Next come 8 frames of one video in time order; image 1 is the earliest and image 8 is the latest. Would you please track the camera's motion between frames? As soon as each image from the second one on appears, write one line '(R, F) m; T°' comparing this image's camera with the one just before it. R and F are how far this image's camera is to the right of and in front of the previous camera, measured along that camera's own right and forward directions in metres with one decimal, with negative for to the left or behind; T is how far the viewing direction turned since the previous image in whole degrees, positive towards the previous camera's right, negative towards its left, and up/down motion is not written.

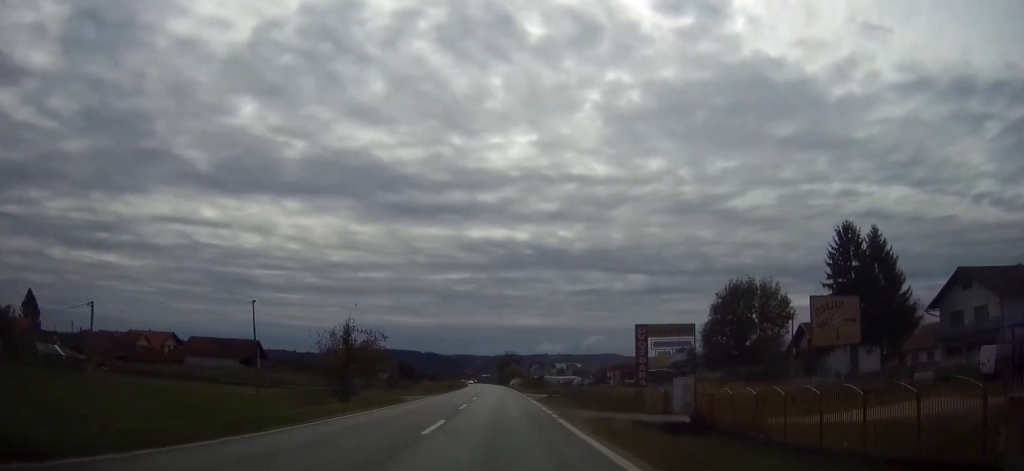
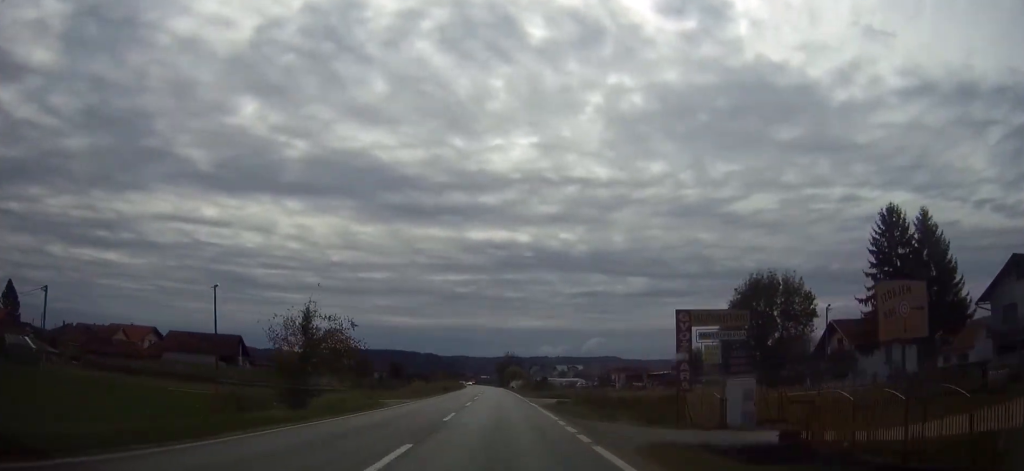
(0.0, +8.1) m; 0°
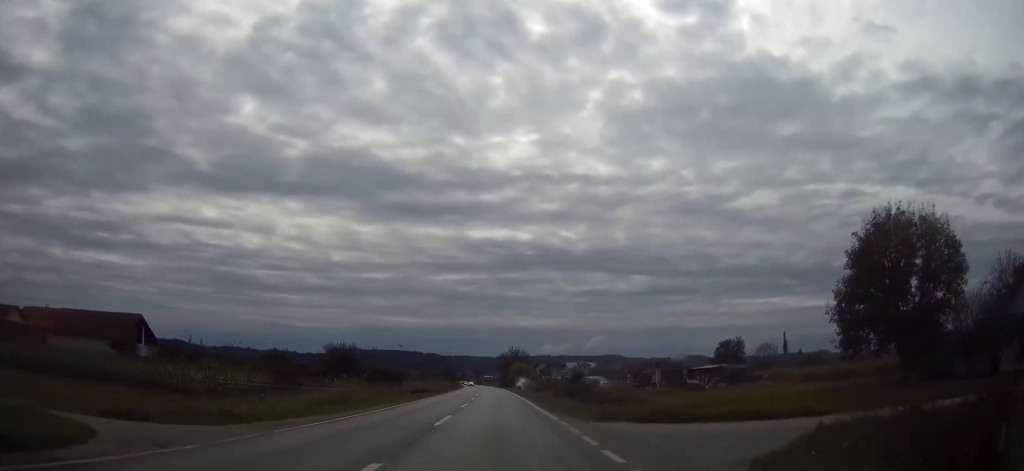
(0.0, +32.3) m; 0°
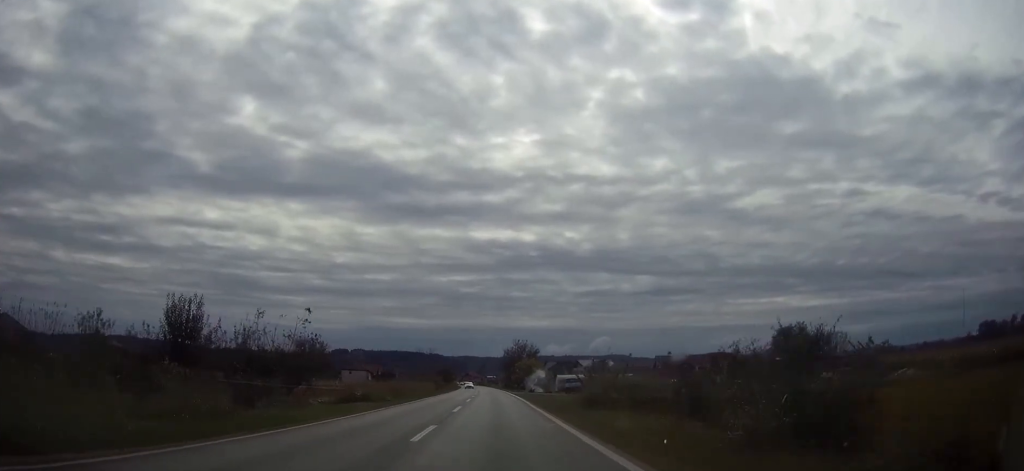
(-0.2, +34.6) m; 0°
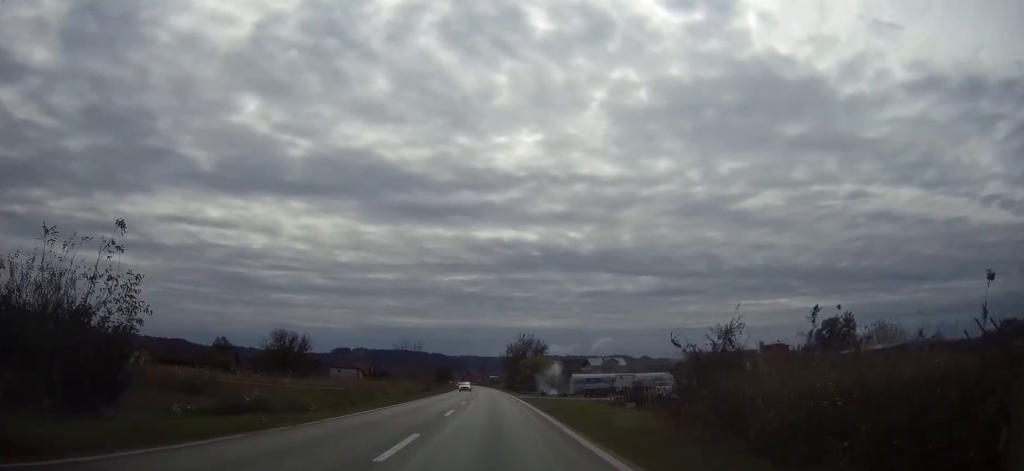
(+0.1, +18.6) m; 0°
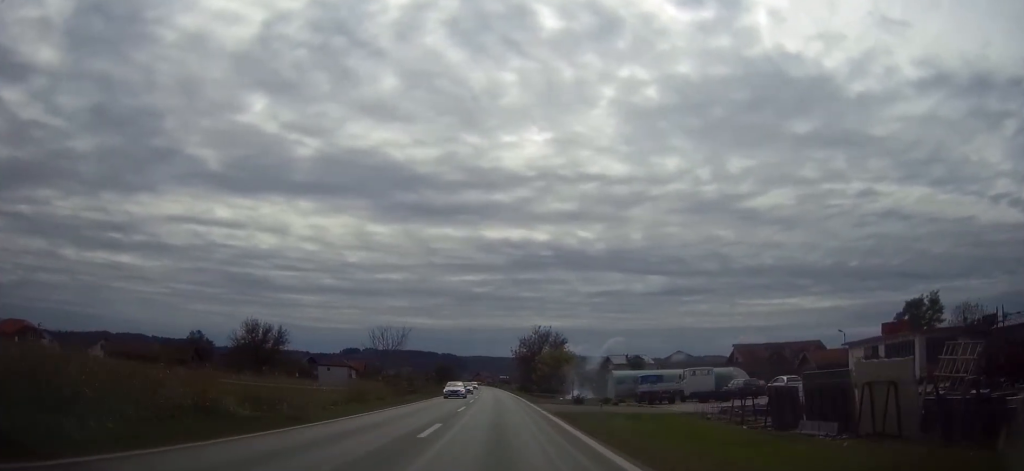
(-0.2, +23.9) m; -1°
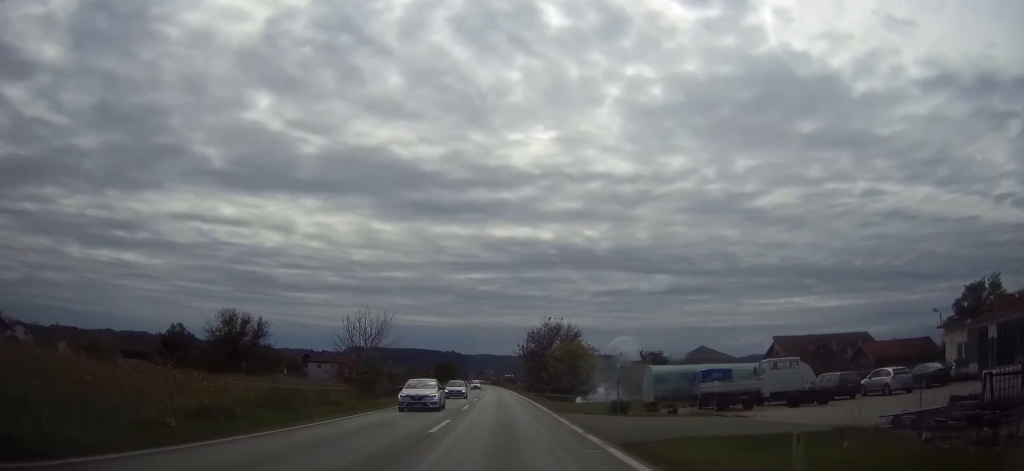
(0.0, +14.0) m; 0°
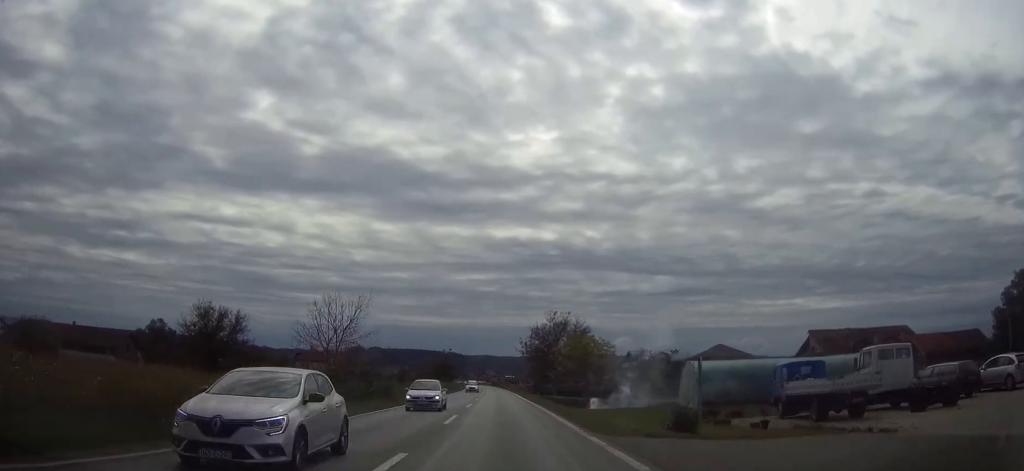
(-0.1, +10.6) m; 0°
